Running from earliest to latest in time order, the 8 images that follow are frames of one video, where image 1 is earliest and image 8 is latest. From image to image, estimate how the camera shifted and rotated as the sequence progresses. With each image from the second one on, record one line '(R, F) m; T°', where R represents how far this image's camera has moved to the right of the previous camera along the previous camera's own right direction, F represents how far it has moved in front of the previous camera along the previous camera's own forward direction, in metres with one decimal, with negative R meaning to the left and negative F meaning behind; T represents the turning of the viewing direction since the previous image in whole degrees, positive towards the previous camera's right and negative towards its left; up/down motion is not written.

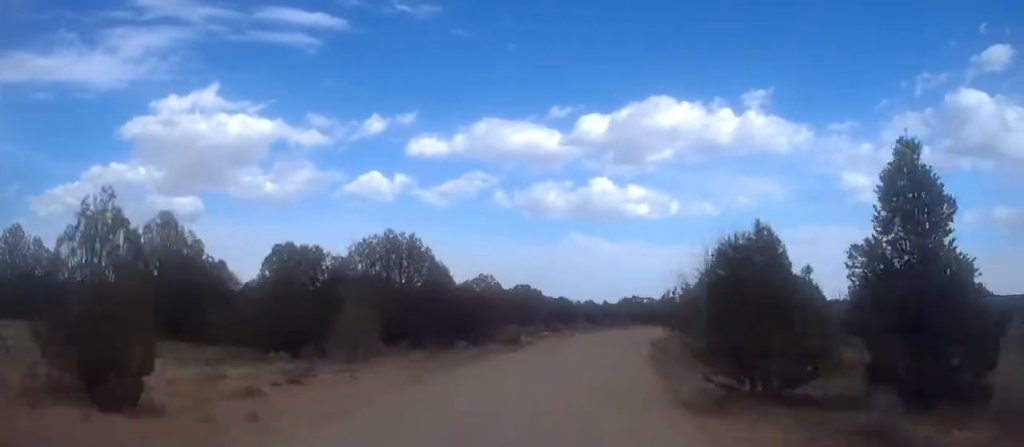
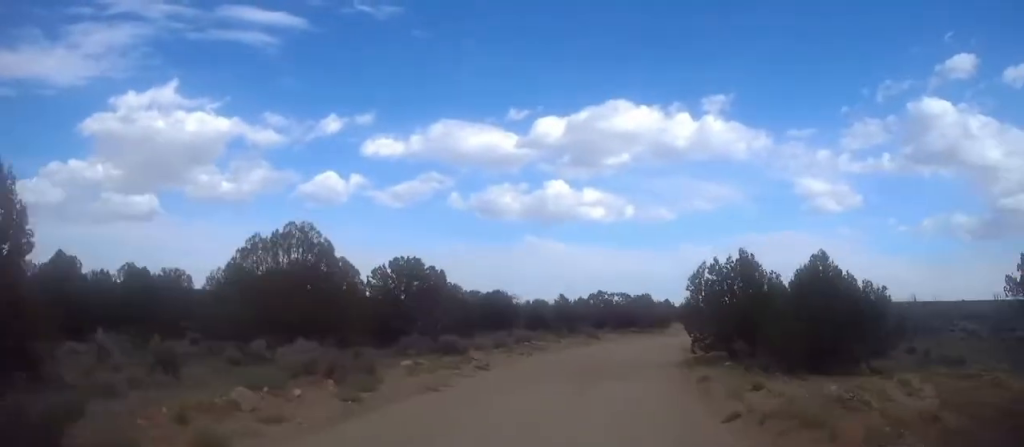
(+0.9, +29.8) m; +5°
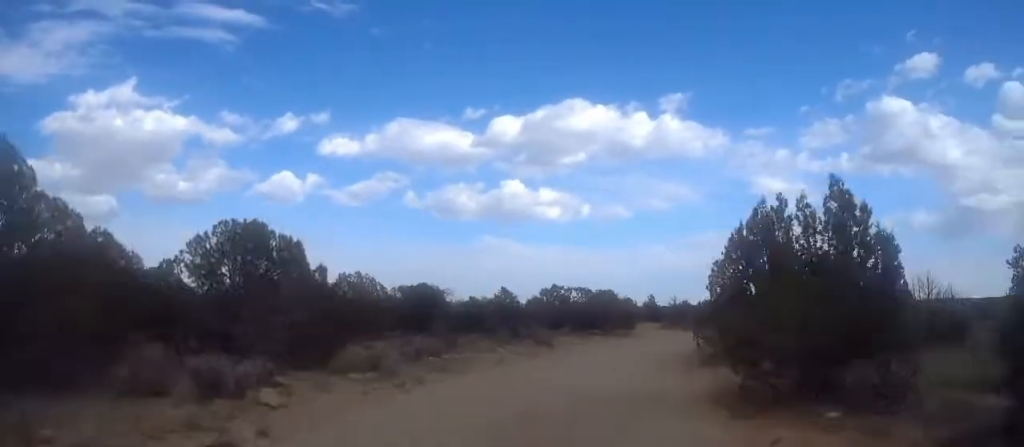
(+0.3, +13.5) m; +3°
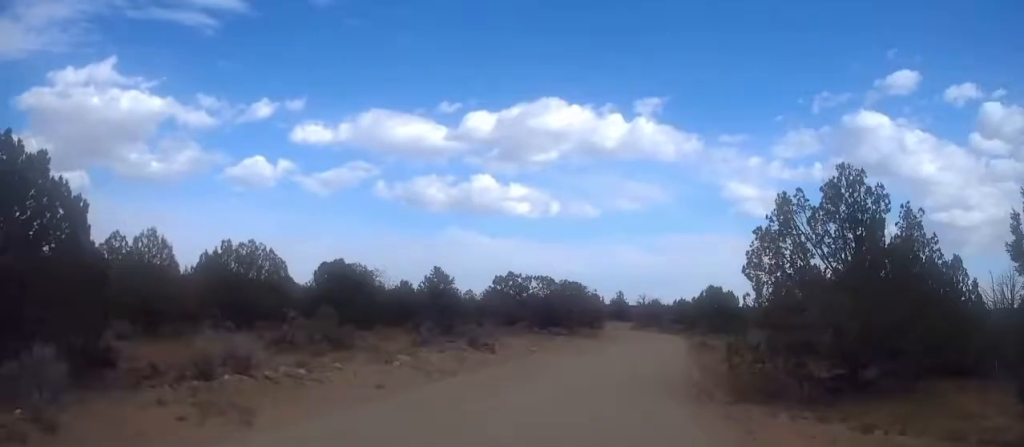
(+0.2, +10.9) m; +3°
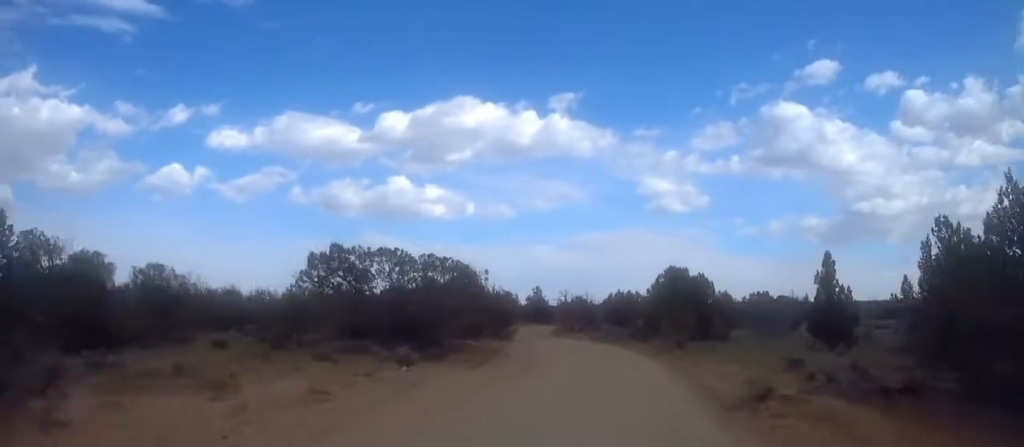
(+1.4, +24.2) m; +7°
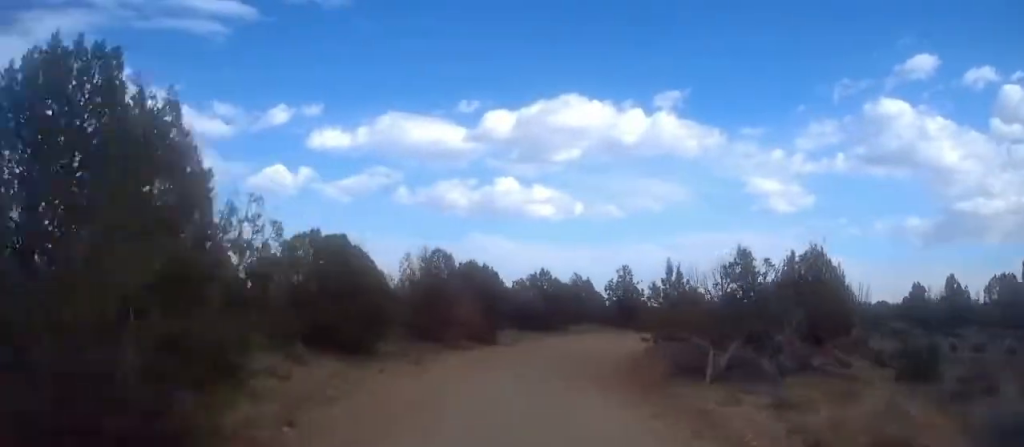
(+3.1, +46.0) m; 0°
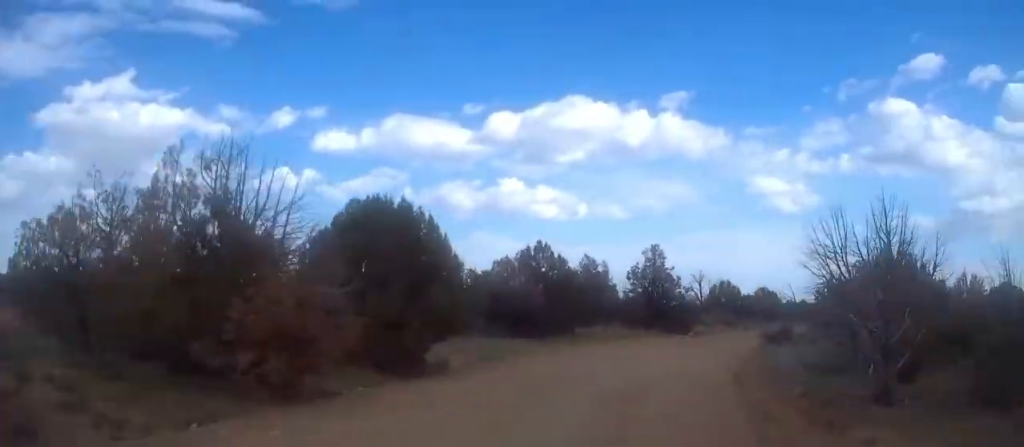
(-1.6, +17.9) m; -1°
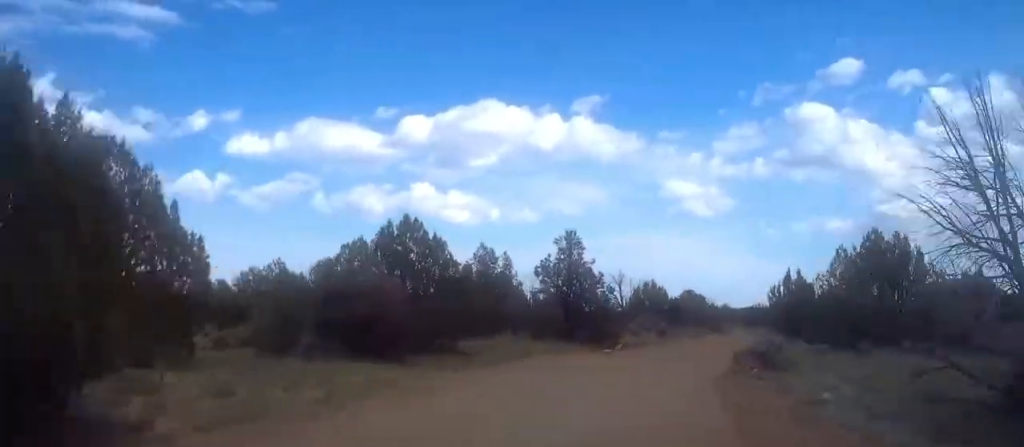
(+0.1, +10.0) m; +2°
